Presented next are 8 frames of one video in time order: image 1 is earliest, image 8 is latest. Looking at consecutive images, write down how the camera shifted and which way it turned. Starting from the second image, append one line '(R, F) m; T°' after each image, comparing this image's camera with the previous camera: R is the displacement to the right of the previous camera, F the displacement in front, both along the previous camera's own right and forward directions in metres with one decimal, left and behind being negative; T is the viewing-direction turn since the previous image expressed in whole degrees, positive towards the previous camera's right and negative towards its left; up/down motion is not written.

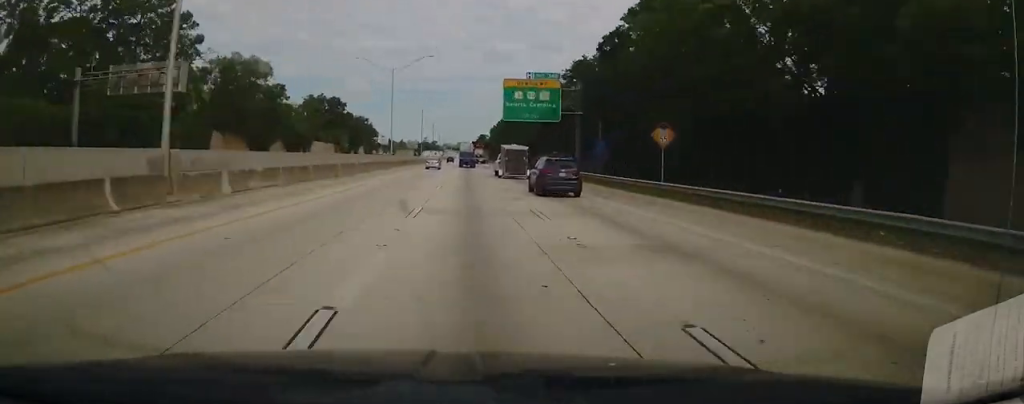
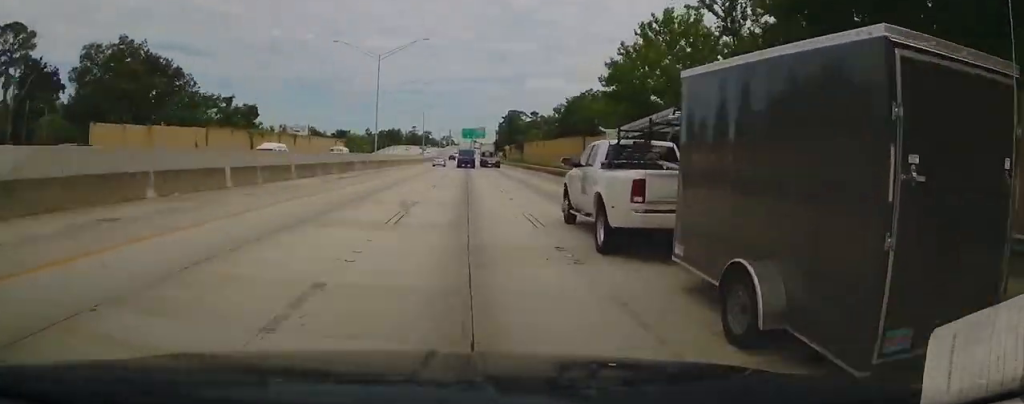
(-2.2, +295.7) m; 0°
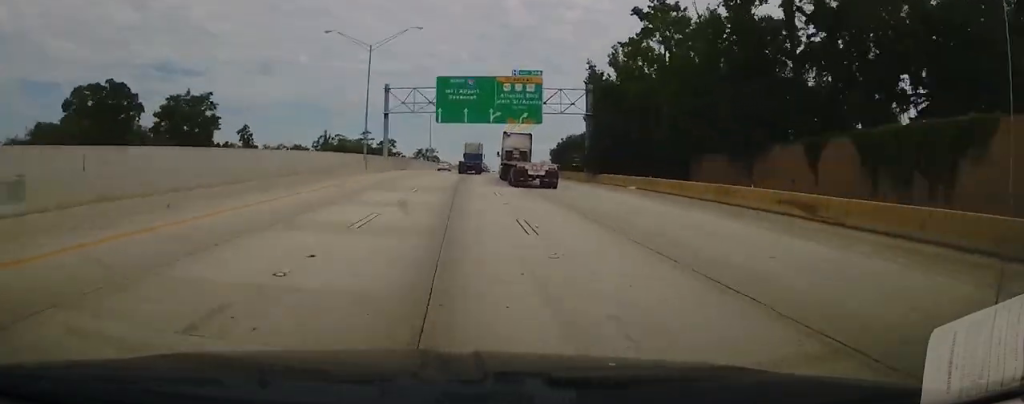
(+6.4, +229.5) m; +6°
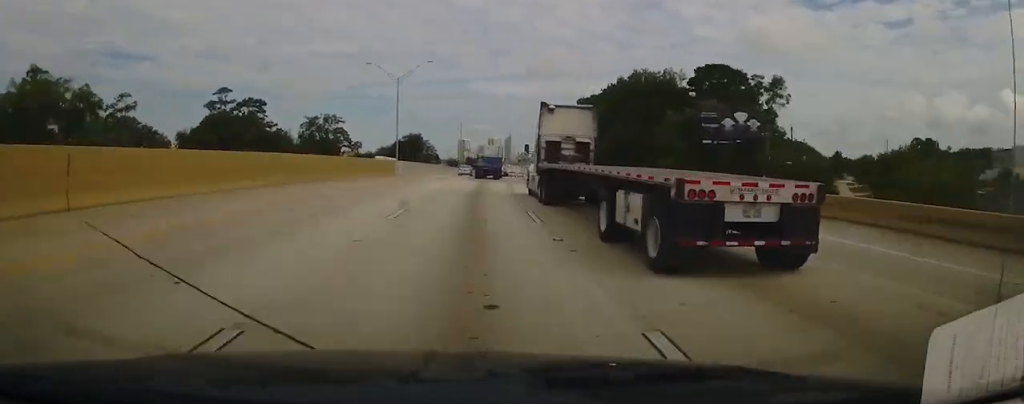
(+6.9, +120.1) m; +4°
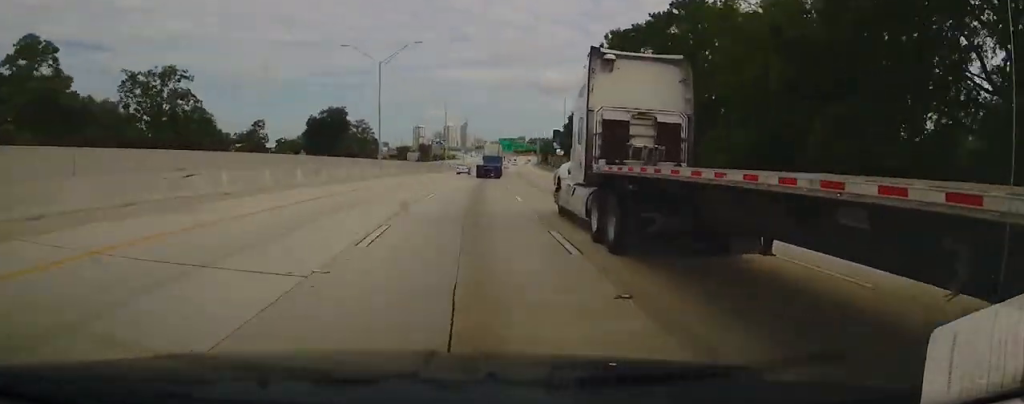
(-0.3, +68.6) m; +2°
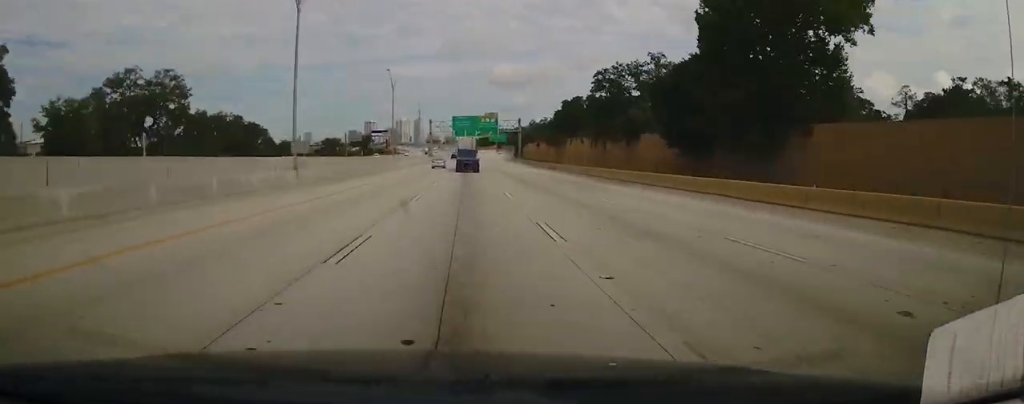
(+3.5, +111.4) m; +3°
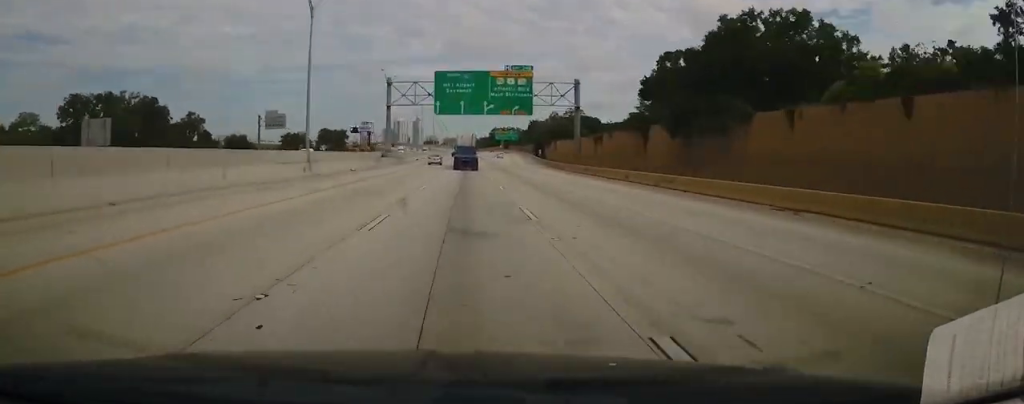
(+1.9, +81.6) m; +1°
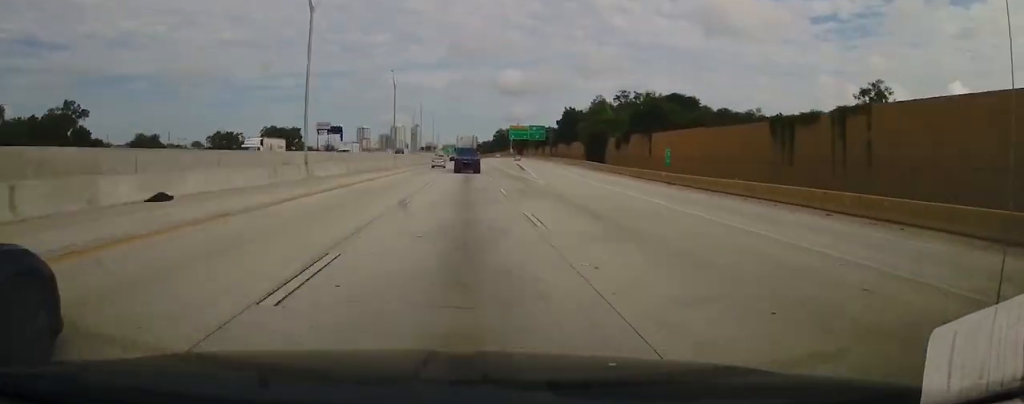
(-0.3, +85.8) m; -1°
